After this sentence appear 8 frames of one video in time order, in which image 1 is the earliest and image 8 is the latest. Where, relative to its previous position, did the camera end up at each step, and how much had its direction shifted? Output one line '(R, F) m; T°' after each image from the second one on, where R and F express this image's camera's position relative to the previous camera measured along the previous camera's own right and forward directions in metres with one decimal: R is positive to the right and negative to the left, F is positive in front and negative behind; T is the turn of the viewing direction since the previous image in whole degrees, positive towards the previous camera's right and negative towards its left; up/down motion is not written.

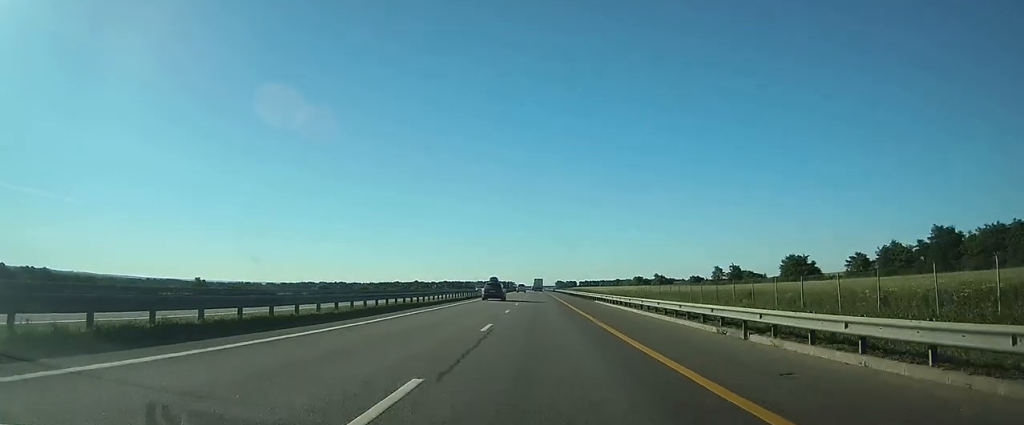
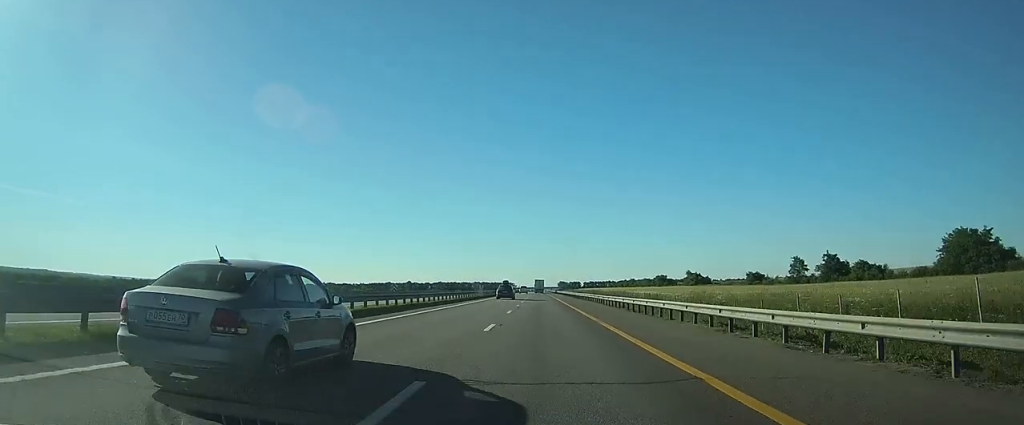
(+0.1, +60.7) m; 0°
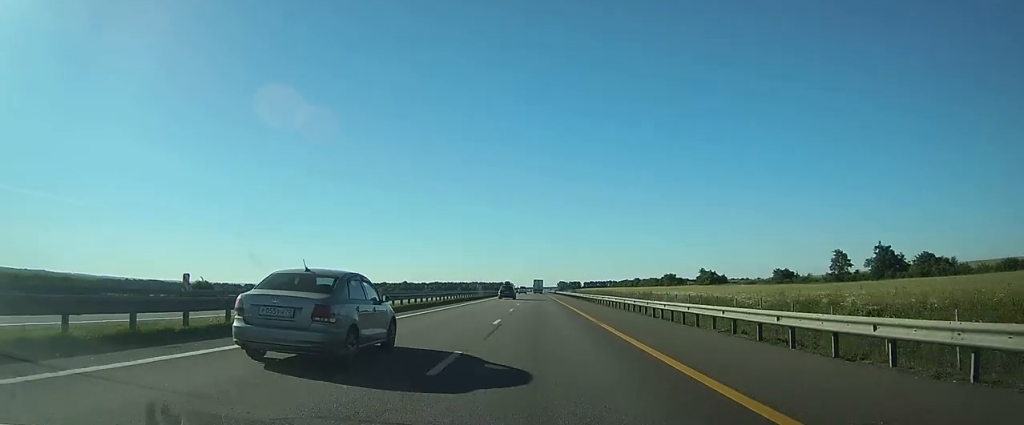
(0.0, +20.5) m; 0°
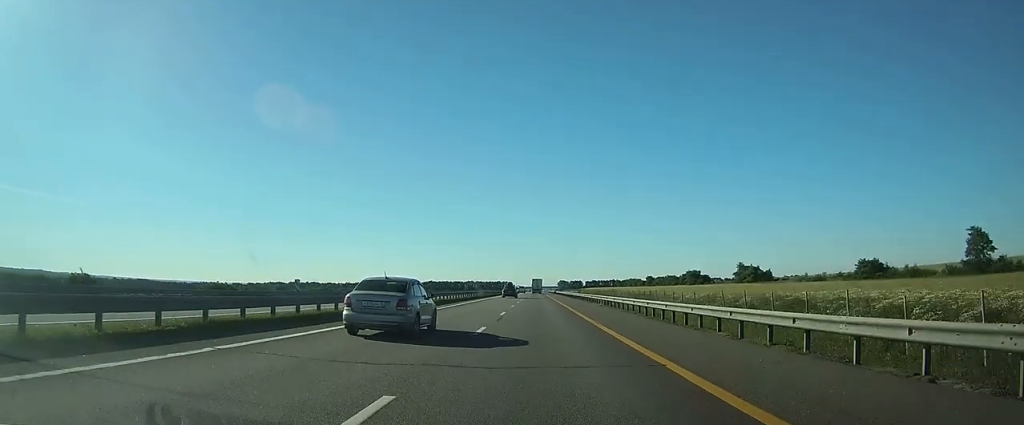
(0.0, +40.9) m; 0°
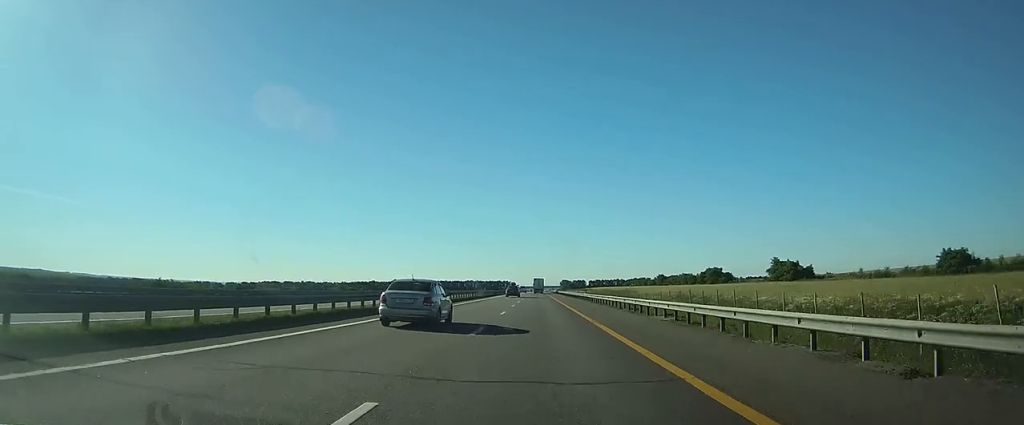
(0.0, +24.3) m; 0°
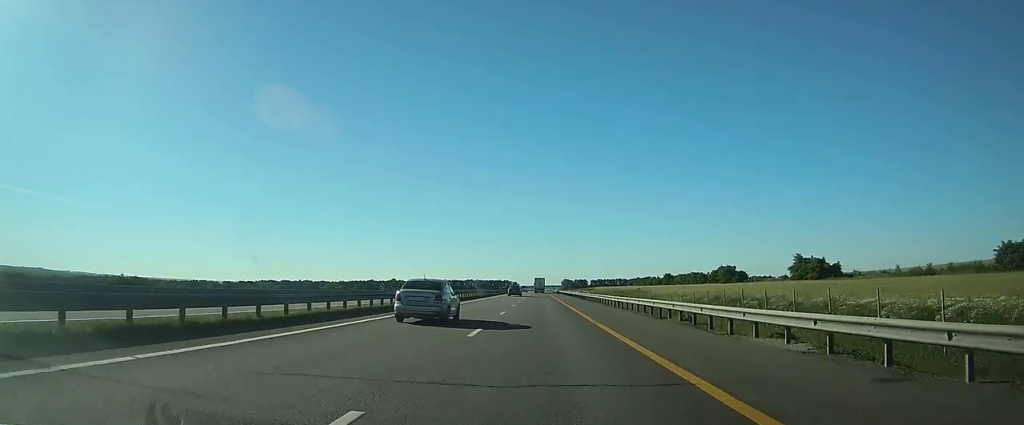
(0.0, +12.6) m; 0°
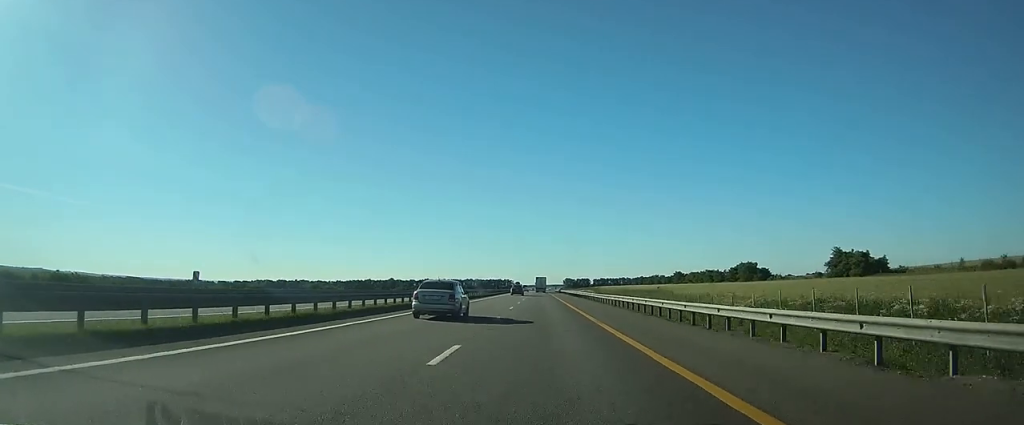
(0.0, +17.5) m; 0°
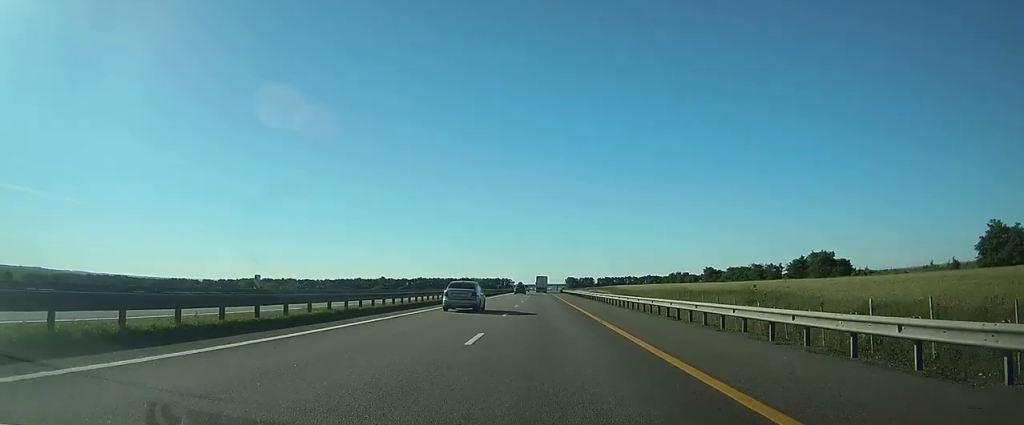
(0.0, +44.6) m; 0°
